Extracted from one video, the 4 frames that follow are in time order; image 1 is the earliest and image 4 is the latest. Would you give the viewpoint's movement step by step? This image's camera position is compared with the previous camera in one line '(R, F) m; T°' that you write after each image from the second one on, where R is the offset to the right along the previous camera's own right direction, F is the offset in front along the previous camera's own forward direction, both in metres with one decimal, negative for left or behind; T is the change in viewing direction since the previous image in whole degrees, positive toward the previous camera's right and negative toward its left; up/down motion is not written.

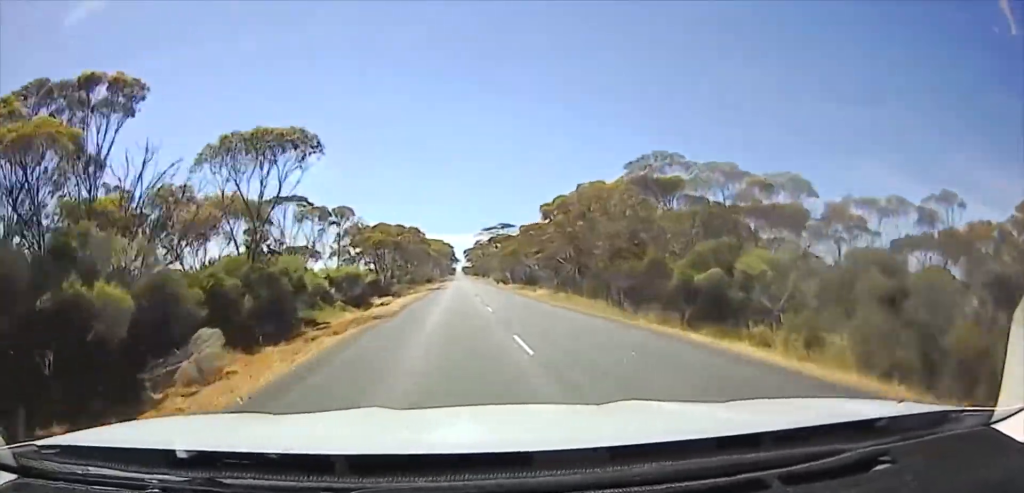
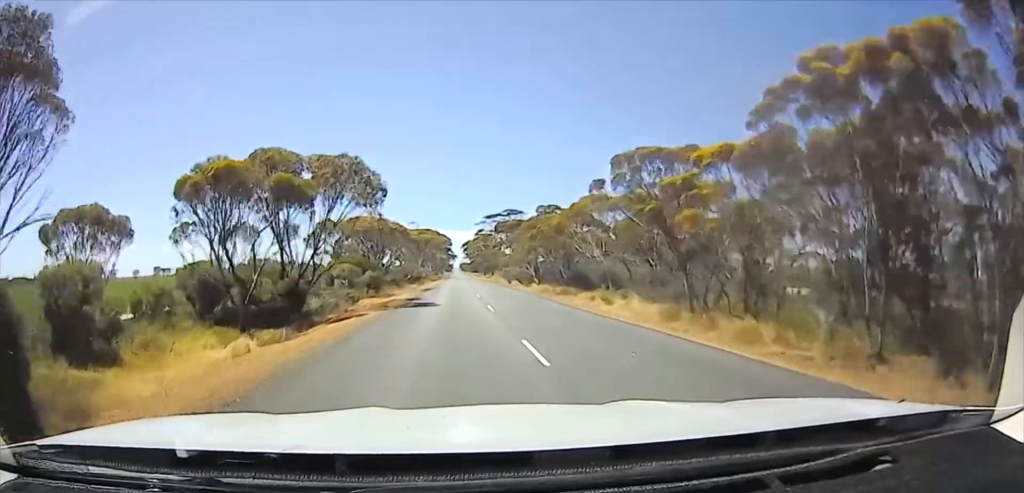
(0.0, +33.0) m; 0°
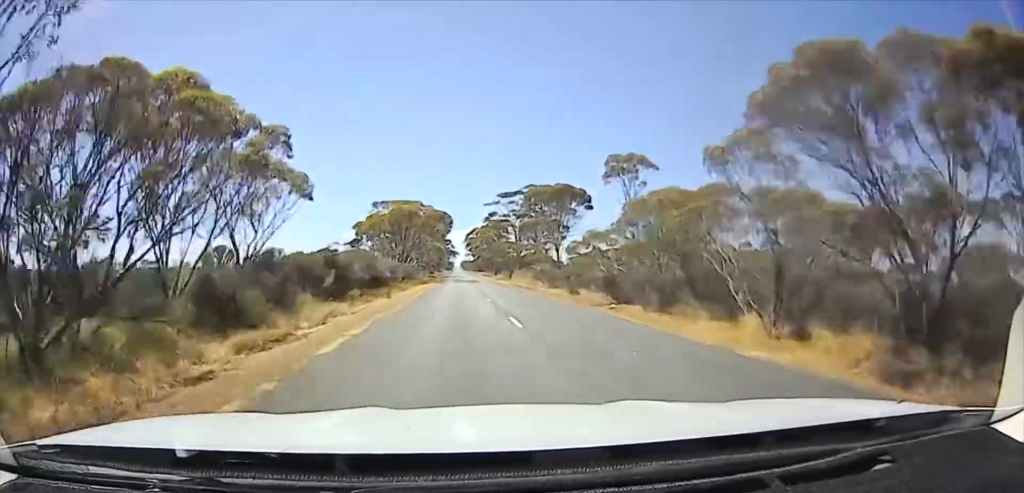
(0.0, +45.2) m; 0°
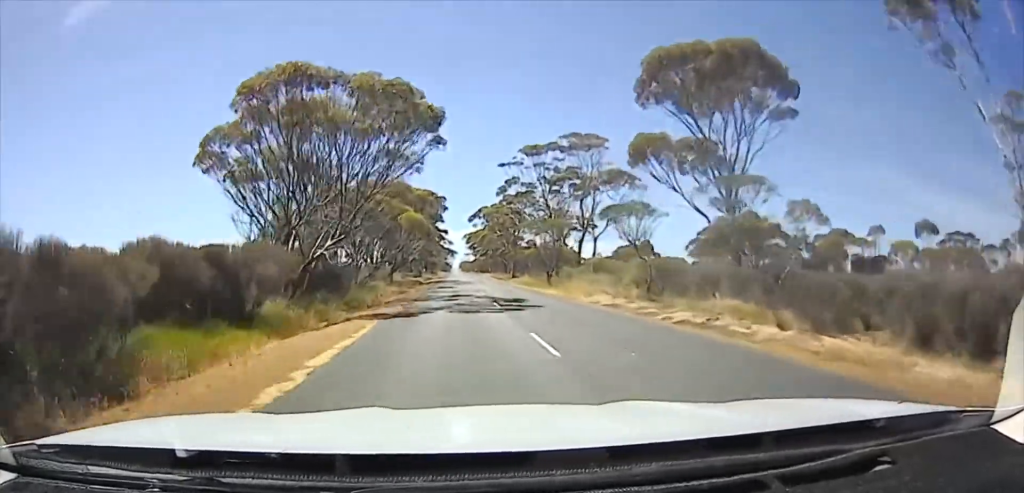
(0.0, +39.8) m; 0°
